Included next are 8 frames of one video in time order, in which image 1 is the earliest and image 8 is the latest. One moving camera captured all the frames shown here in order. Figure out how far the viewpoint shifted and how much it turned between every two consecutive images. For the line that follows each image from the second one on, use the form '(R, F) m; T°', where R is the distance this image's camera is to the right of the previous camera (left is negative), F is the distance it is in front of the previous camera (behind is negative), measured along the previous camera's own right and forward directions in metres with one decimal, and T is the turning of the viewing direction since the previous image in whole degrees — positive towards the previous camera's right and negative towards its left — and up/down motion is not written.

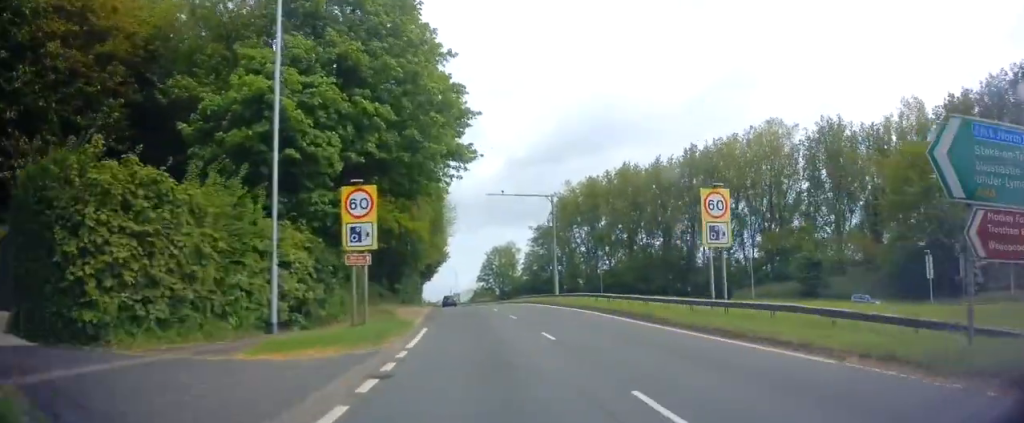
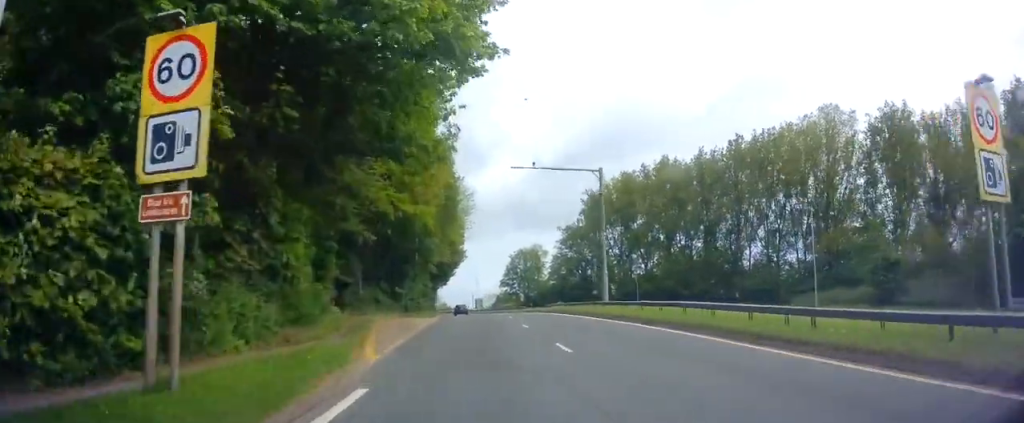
(+0.1, +11.1) m; -2°
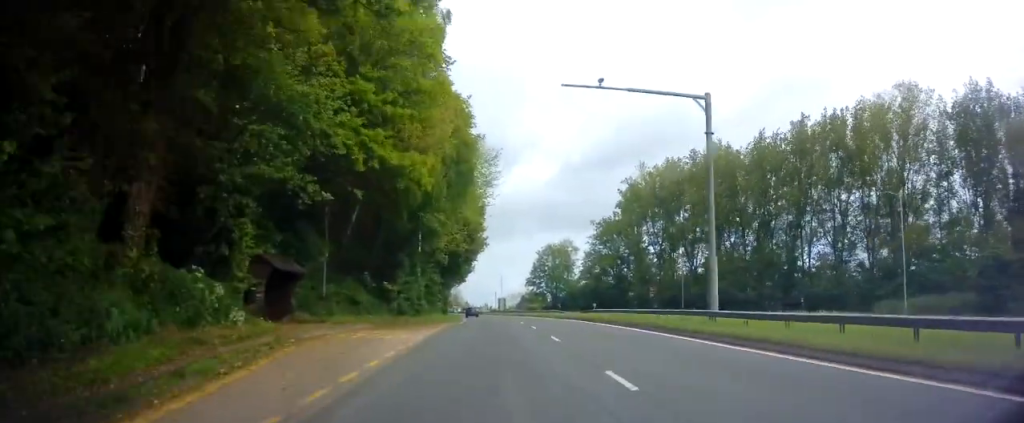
(-0.6, +13.1) m; -3°
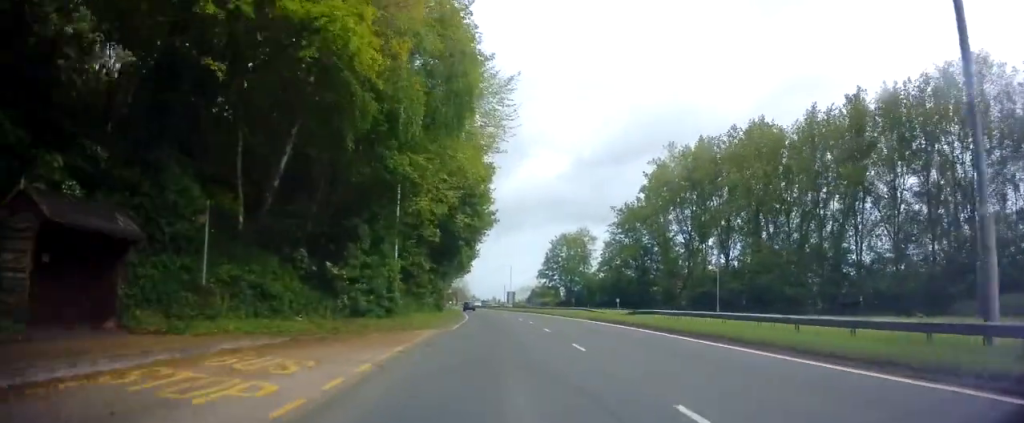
(-0.1, +12.2) m; -1°
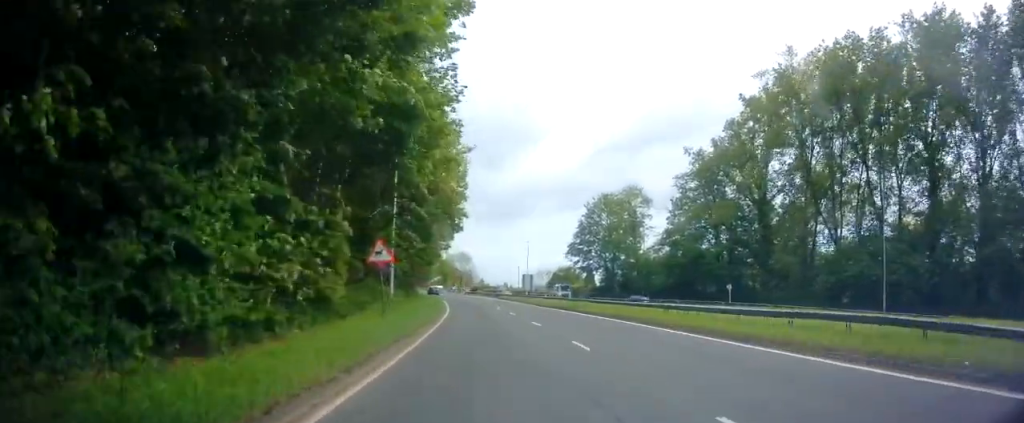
(-1.0, +38.1) m; -3°
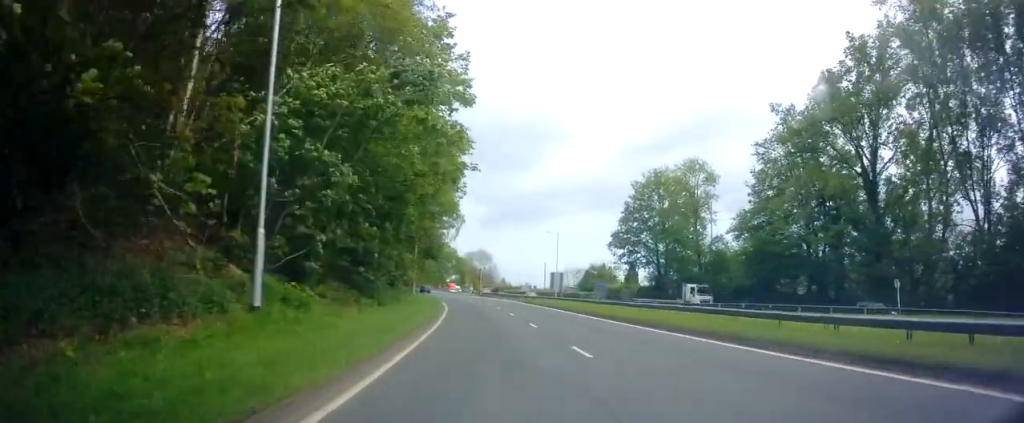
(0.0, +19.5) m; 0°
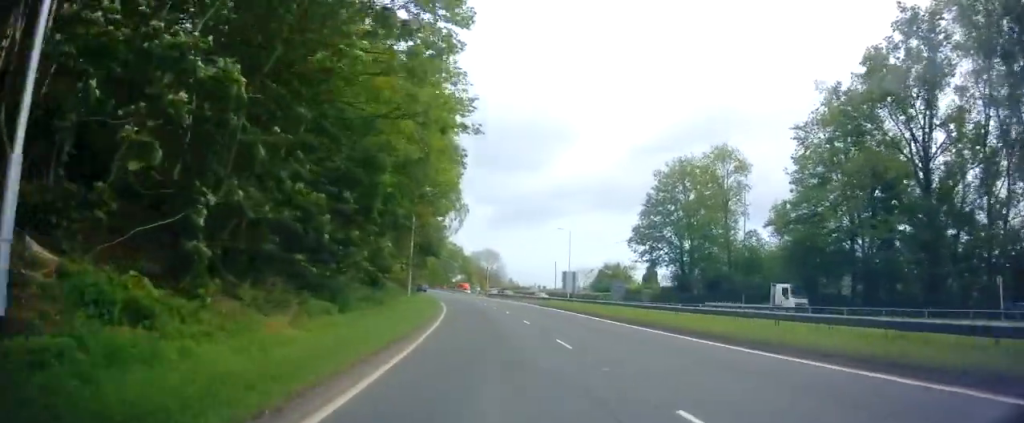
(+0.1, +7.1) m; -1°
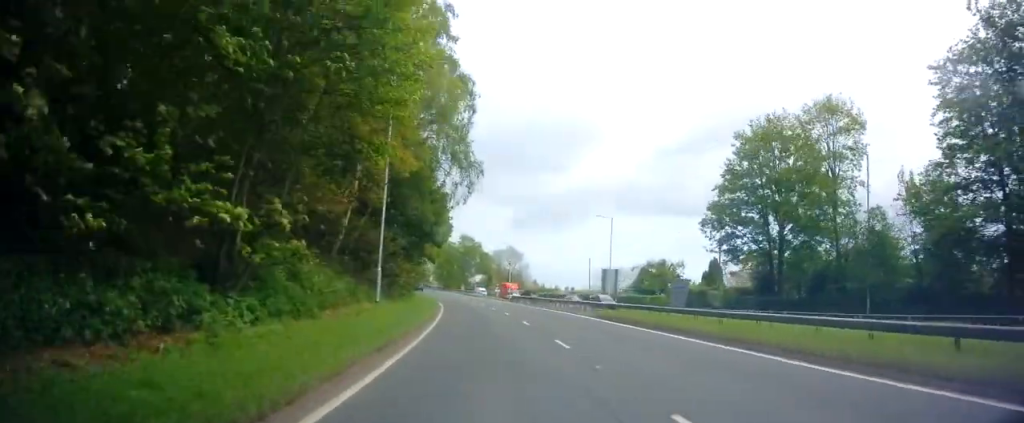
(-0.3, +18.4) m; -2°
